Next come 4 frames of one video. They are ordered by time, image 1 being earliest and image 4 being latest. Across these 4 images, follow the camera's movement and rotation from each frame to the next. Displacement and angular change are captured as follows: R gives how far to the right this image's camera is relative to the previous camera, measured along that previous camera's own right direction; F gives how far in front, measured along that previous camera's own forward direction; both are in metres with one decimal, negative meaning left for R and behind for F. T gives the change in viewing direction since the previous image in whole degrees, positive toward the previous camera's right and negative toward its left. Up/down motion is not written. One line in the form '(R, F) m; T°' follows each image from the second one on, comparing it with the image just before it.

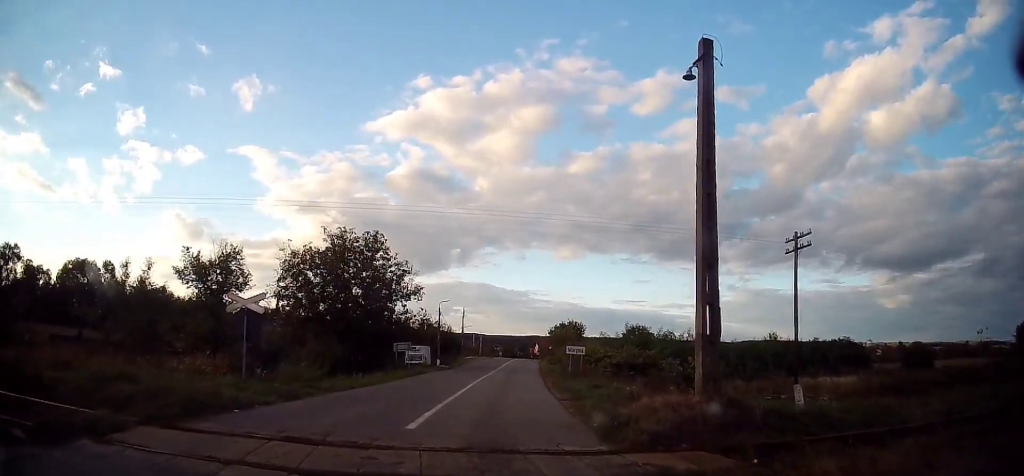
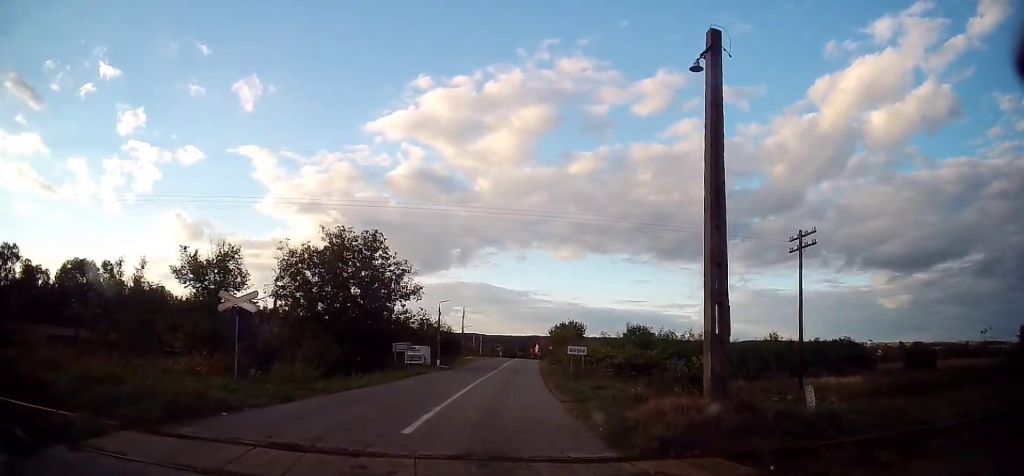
(0.0, +0.7) m; -3°
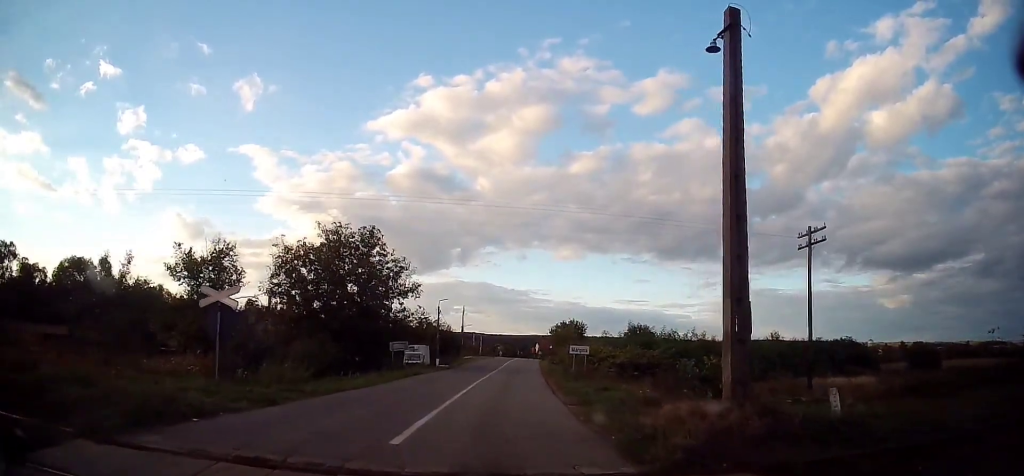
(0.0, +0.8) m; -6°
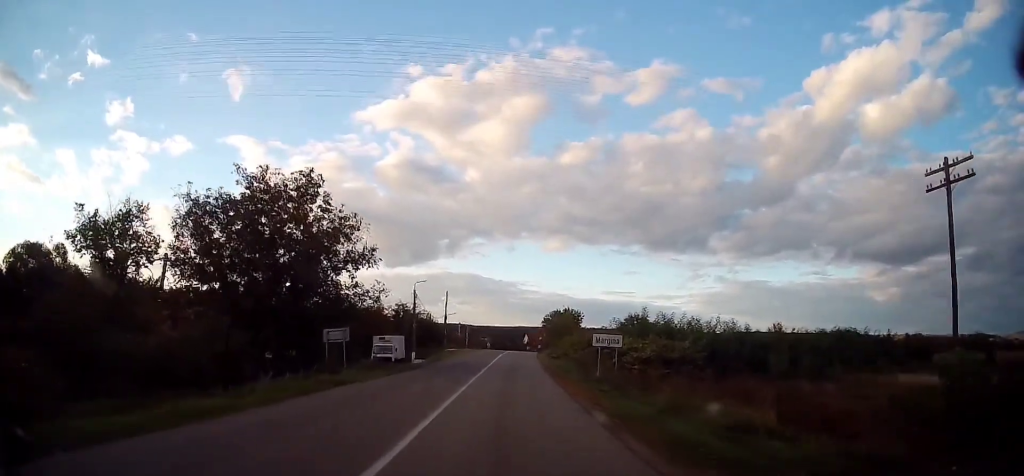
(-0.2, +9.1) m; 0°
